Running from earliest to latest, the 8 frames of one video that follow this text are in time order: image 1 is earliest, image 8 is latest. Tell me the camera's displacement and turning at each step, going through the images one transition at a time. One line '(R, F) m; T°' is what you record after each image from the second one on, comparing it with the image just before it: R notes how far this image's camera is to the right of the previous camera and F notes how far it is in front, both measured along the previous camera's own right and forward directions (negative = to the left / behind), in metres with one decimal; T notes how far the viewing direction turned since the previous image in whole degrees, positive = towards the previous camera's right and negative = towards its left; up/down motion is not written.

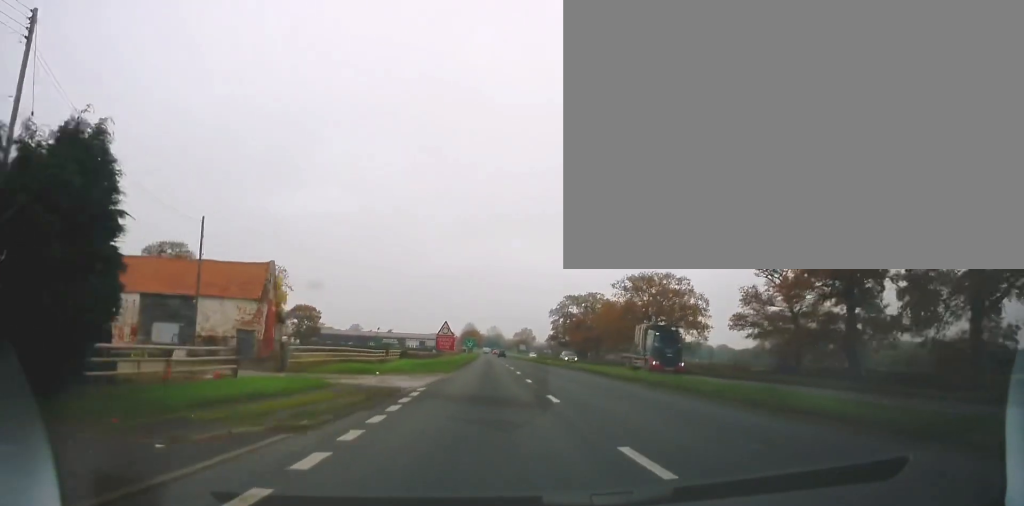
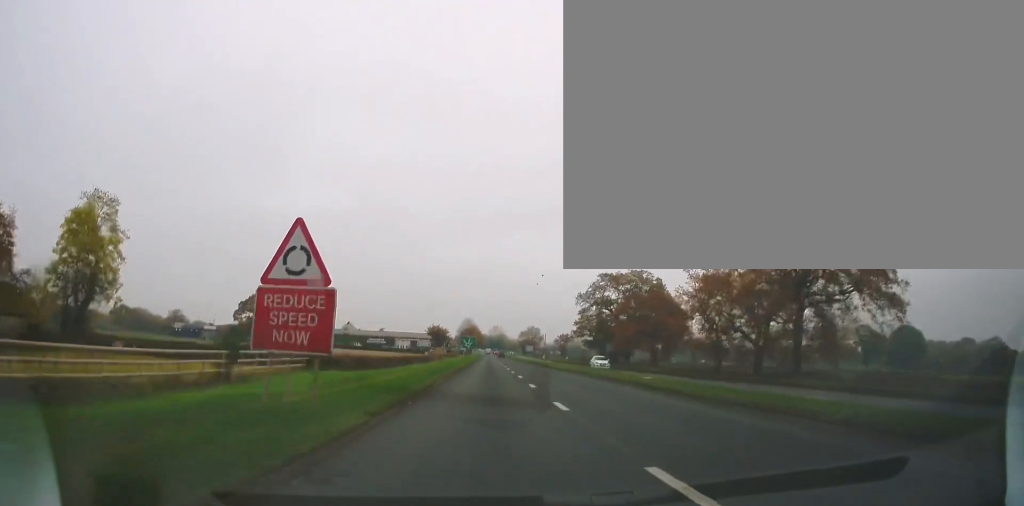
(-0.6, +37.1) m; -1°
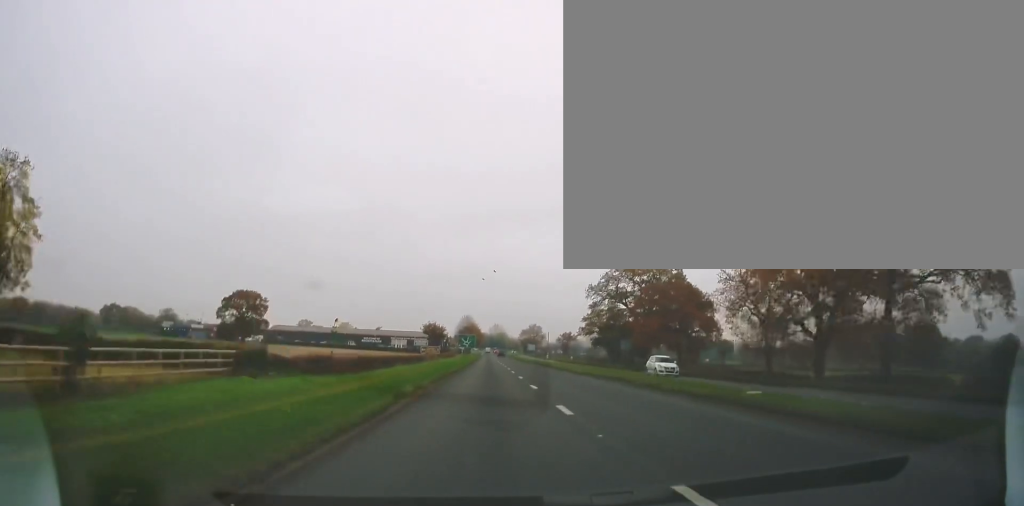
(-0.1, +9.9) m; 0°
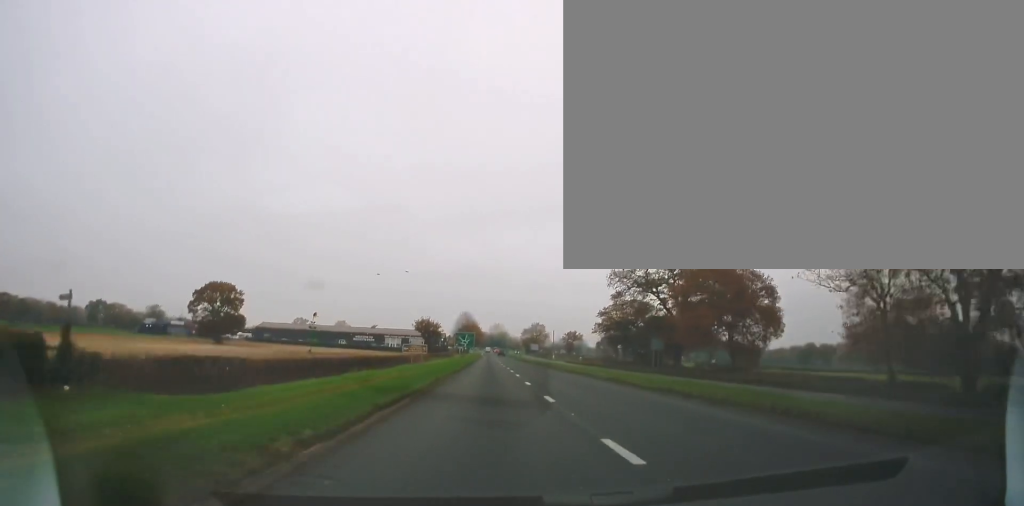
(0.0, +14.0) m; 0°
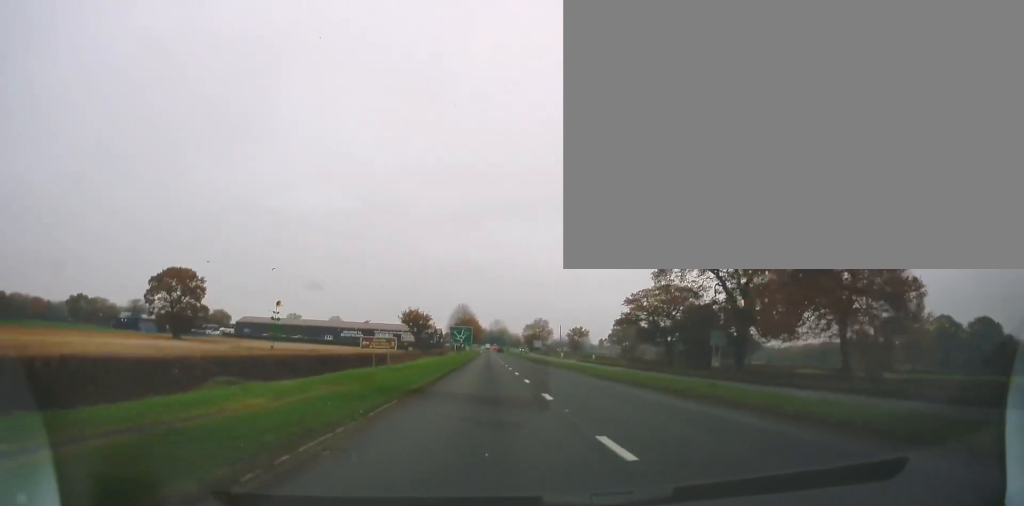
(-0.1, +18.1) m; 0°
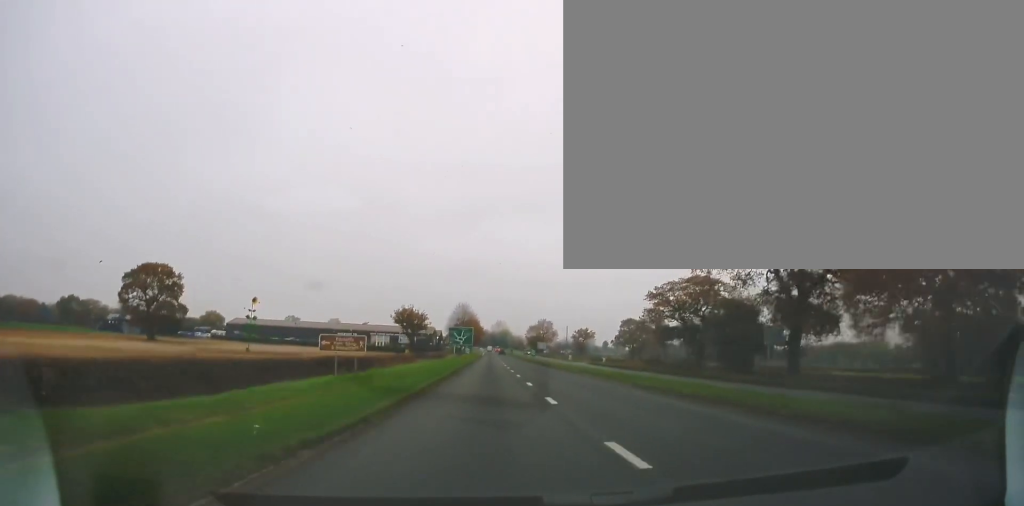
(-0.1, +9.9) m; 0°
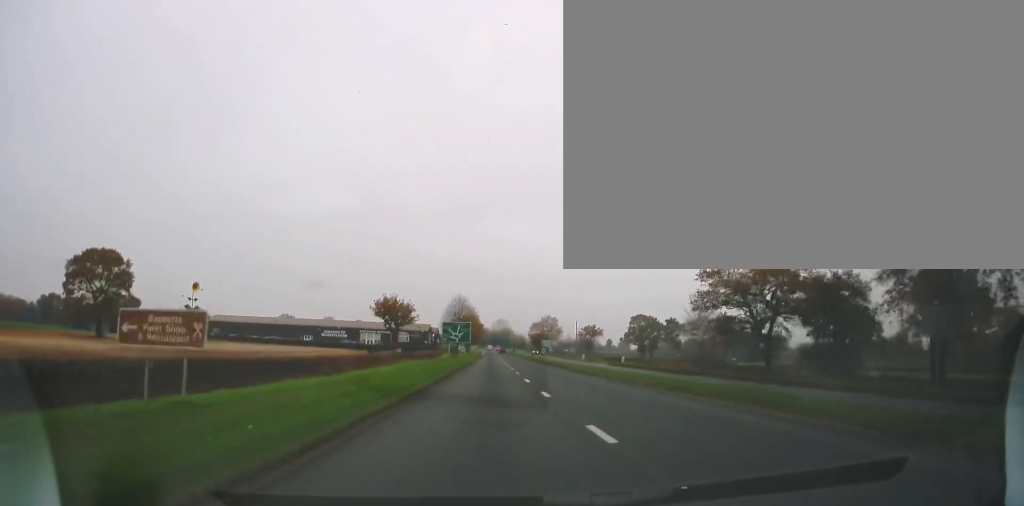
(+0.1, +15.2) m; +1°
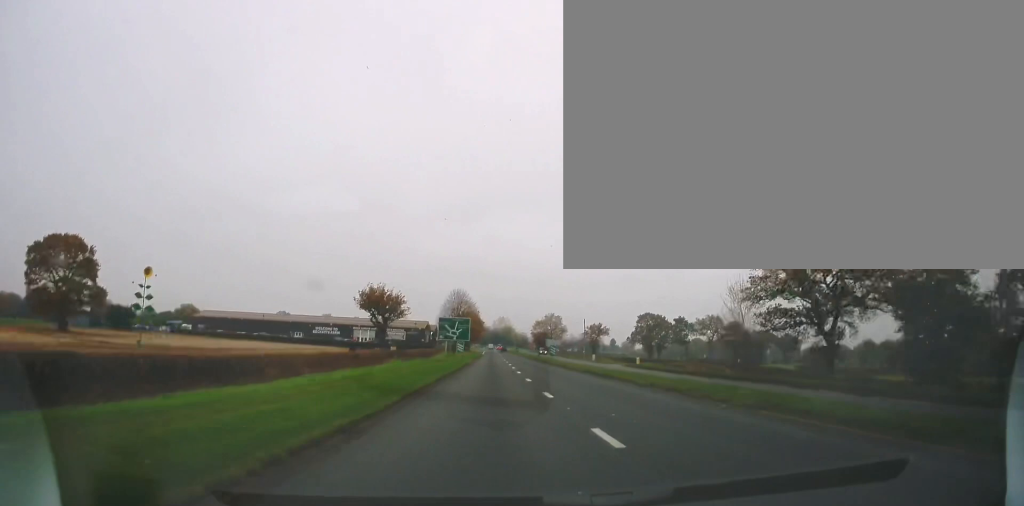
(+0.1, +9.4) m; 0°
